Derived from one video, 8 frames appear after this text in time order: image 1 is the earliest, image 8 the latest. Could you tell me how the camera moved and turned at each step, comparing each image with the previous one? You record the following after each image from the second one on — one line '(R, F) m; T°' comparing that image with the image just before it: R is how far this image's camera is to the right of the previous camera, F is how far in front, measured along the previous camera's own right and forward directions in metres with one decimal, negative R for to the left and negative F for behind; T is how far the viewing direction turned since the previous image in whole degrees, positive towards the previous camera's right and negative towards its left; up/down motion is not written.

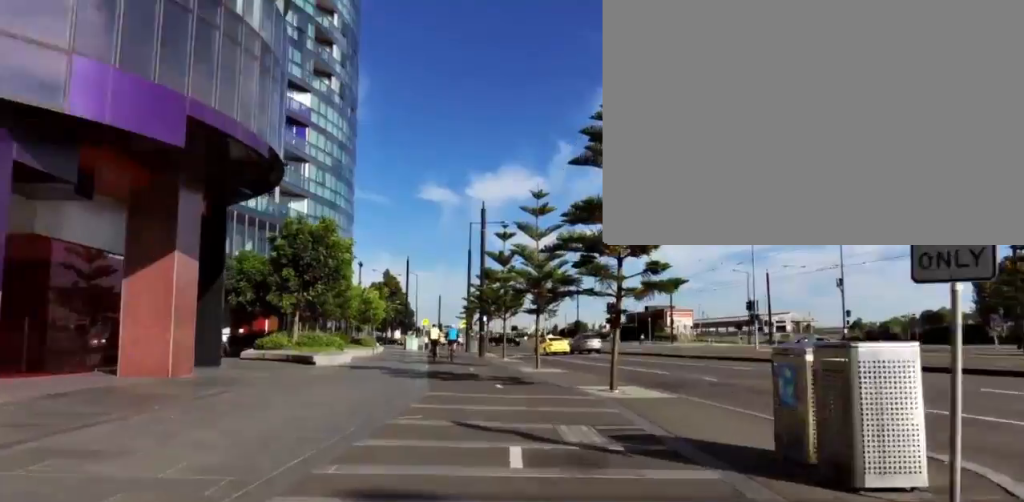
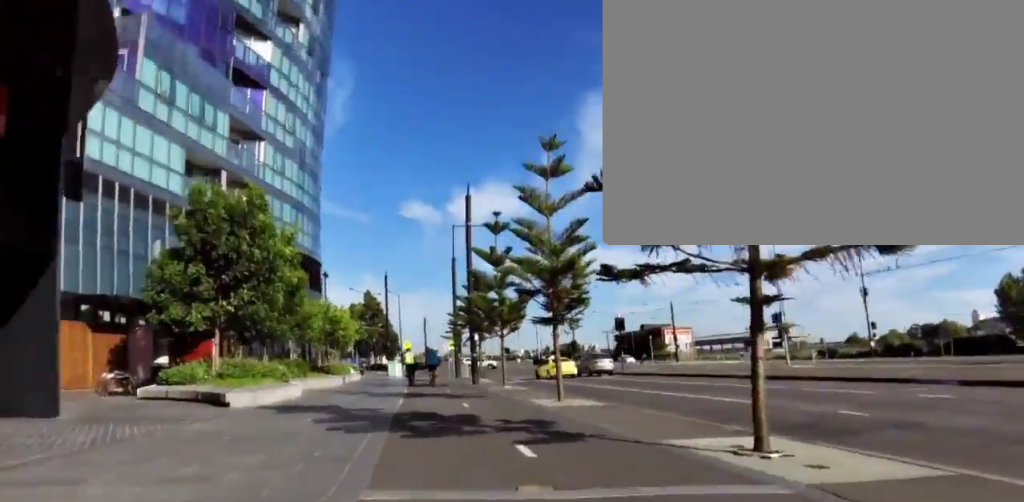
(-1.1, +6.3) m; +4°
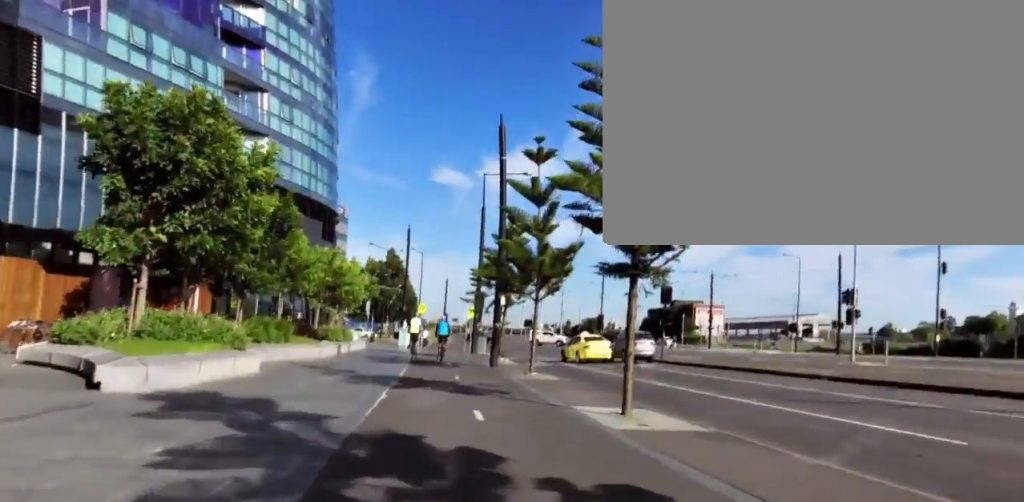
(+1.0, +5.0) m; +16°
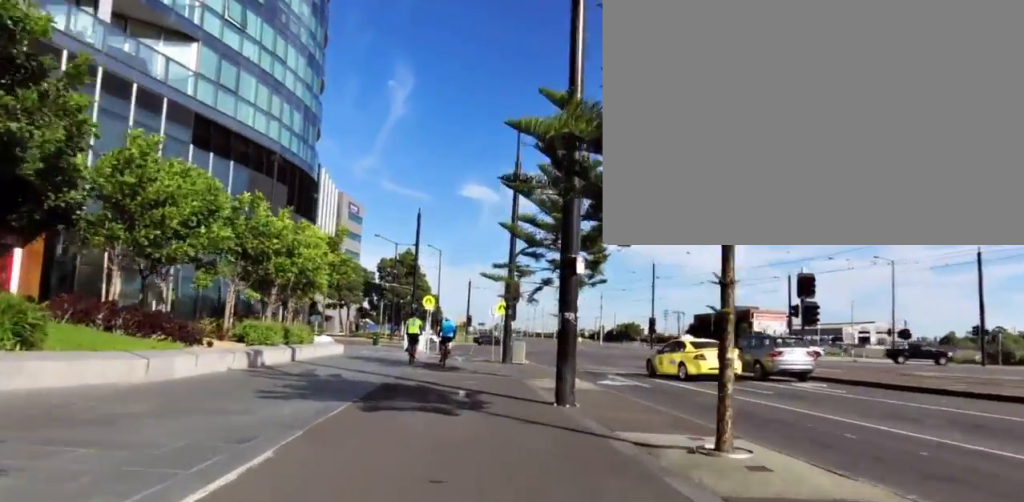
(-1.6, +14.5) m; -9°
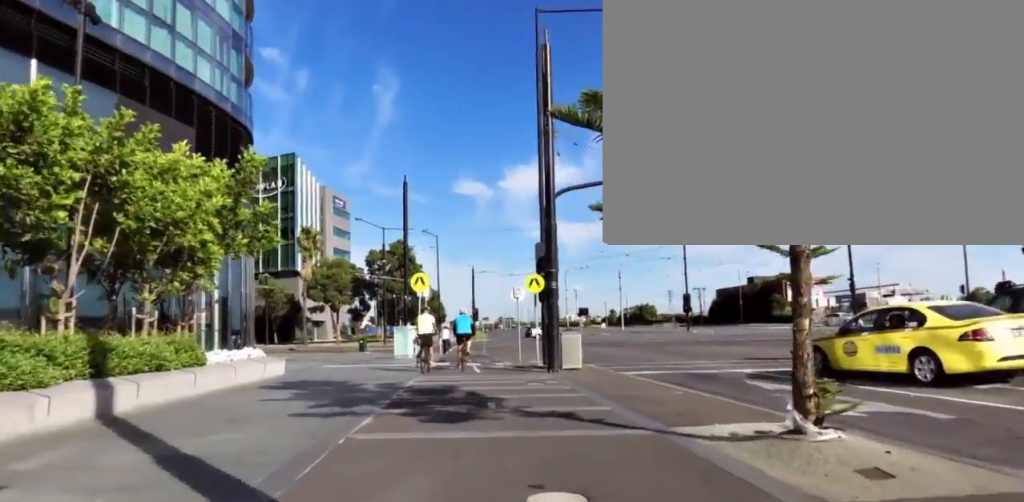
(+3.7, +10.3) m; +26°
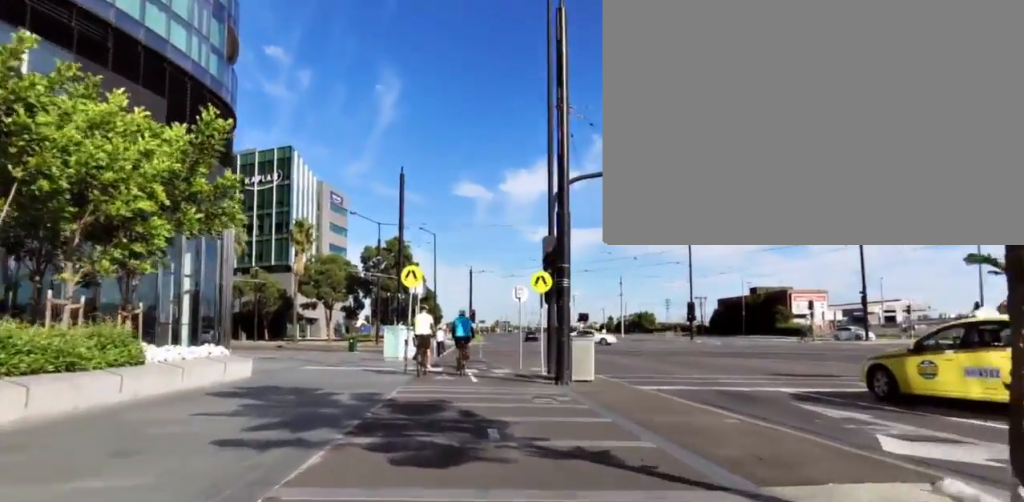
(-0.2, +2.6) m; -3°
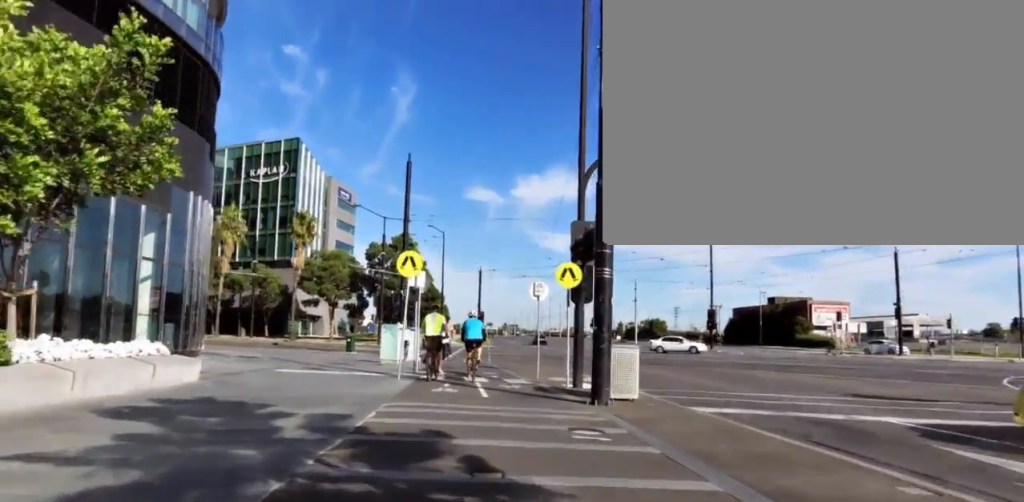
(-0.3, +3.9) m; -5°
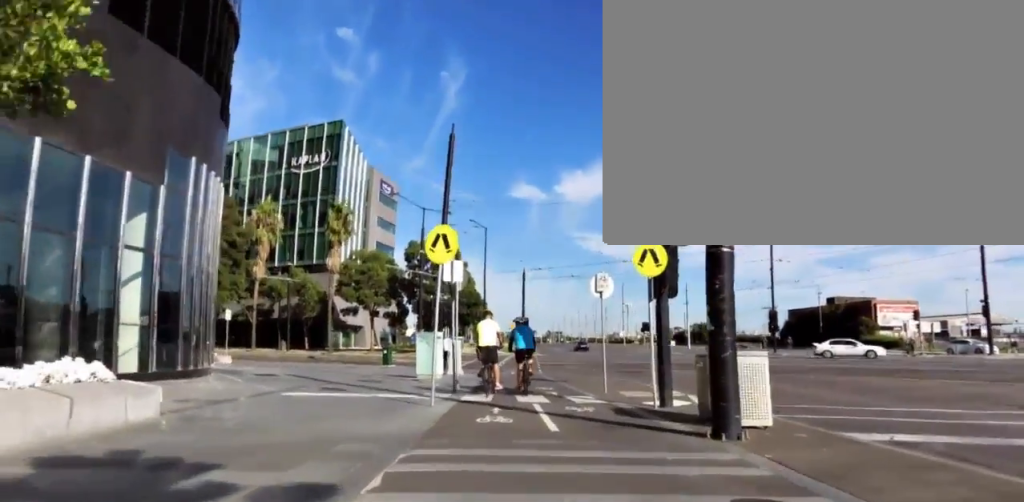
(-0.1, +3.4) m; -6°
